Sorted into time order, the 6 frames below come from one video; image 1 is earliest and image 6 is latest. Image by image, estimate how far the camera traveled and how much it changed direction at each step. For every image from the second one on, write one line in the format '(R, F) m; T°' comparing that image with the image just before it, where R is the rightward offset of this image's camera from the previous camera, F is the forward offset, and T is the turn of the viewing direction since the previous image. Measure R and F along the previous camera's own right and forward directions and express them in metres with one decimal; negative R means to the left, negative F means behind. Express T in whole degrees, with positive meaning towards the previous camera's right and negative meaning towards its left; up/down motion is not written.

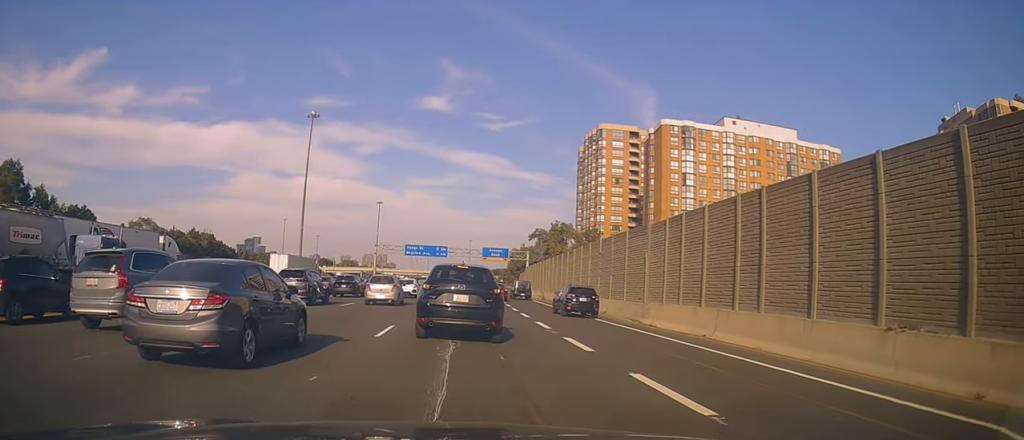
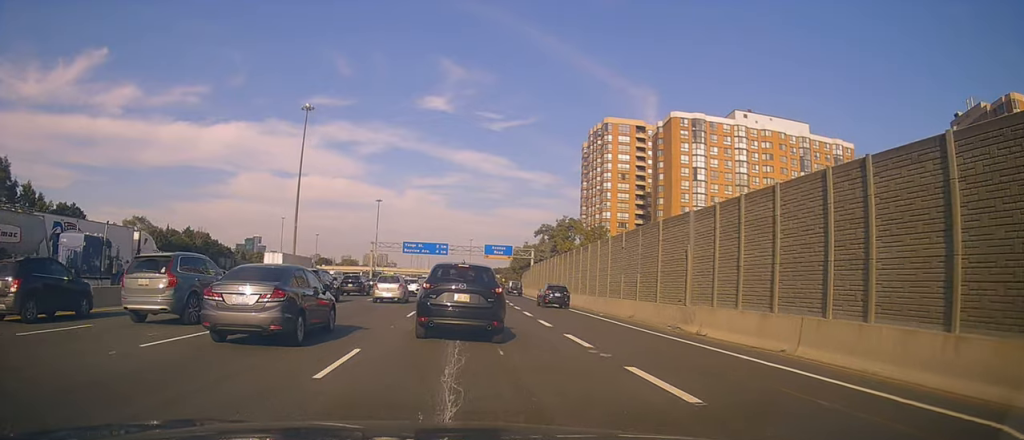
(-0.4, +5.2) m; -2°
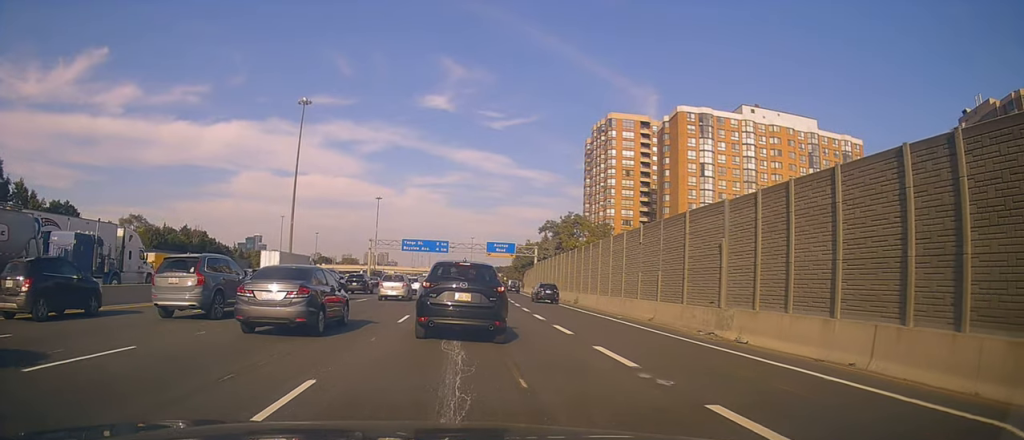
(0.0, +3.2) m; +3°
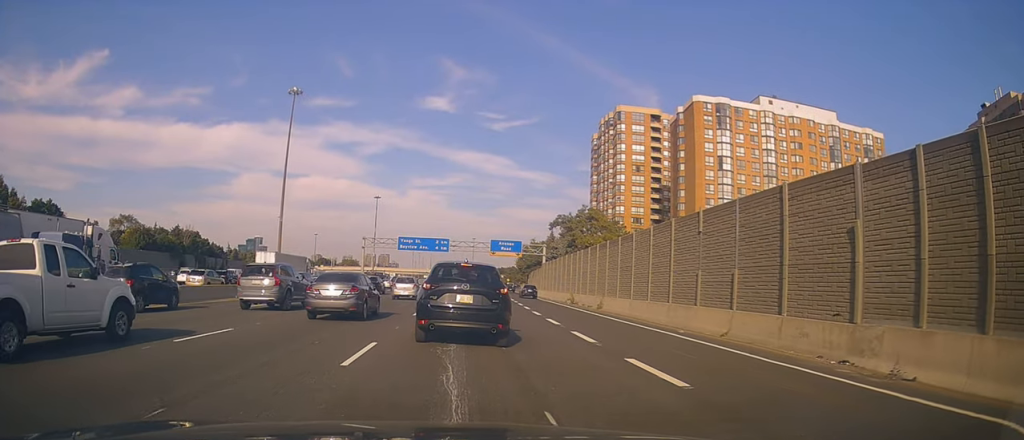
(+0.7, +9.1) m; +1°
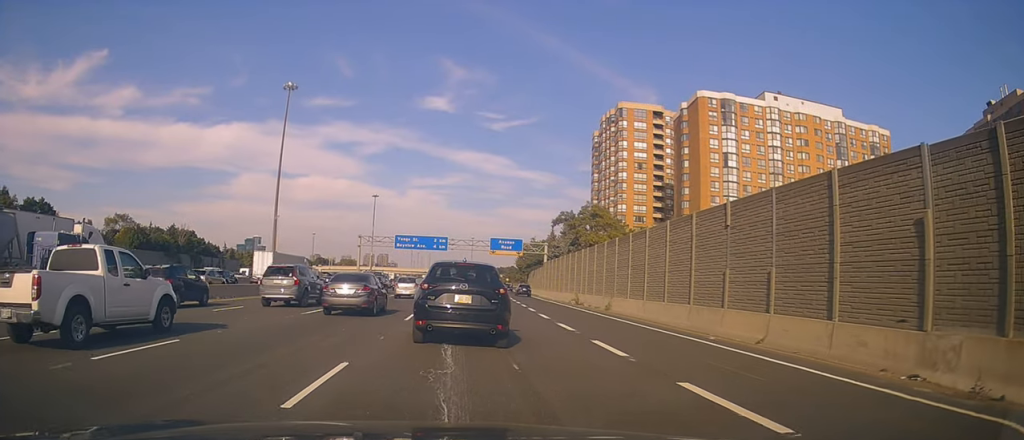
(-0.3, +2.9) m; +1°
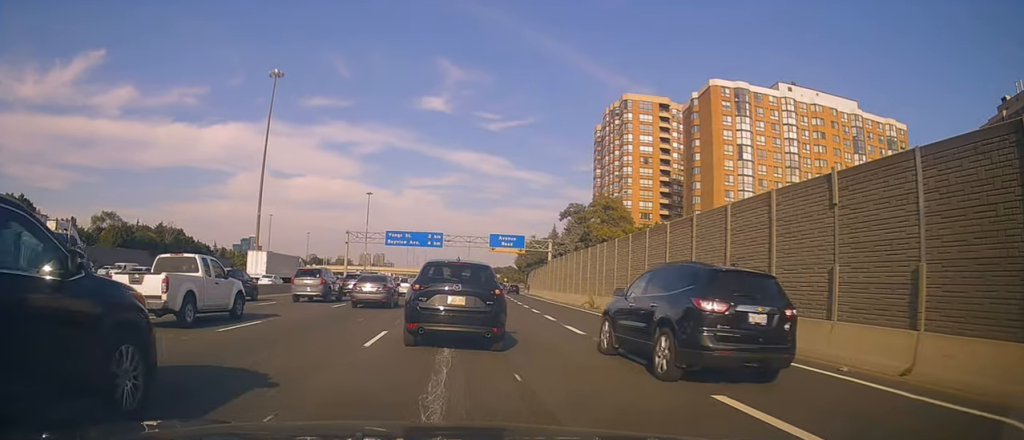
(+0.2, +6.7) m; -1°
